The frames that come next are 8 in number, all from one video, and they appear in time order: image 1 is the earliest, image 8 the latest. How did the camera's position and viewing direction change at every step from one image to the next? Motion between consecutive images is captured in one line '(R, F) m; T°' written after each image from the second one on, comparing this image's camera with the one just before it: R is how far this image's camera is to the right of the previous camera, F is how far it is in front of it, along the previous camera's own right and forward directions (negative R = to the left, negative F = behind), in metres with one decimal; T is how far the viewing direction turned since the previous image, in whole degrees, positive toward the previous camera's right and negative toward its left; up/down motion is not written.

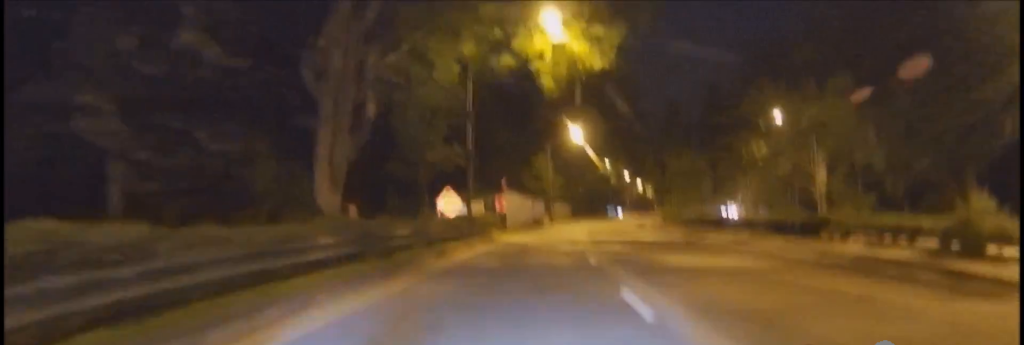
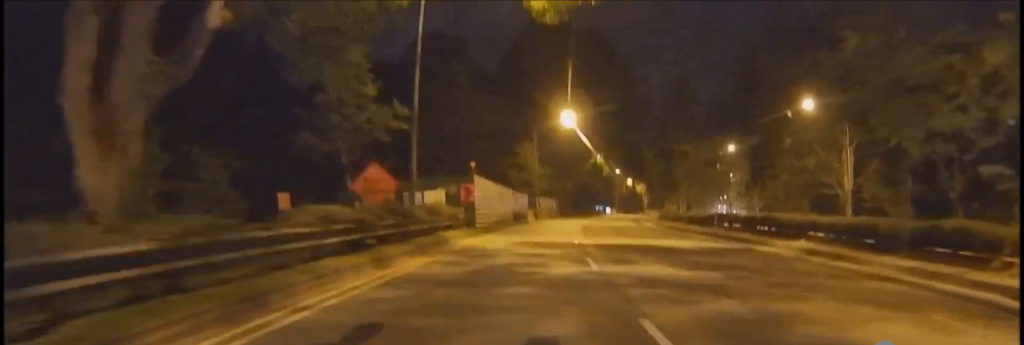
(+0.3, +8.7) m; +6°
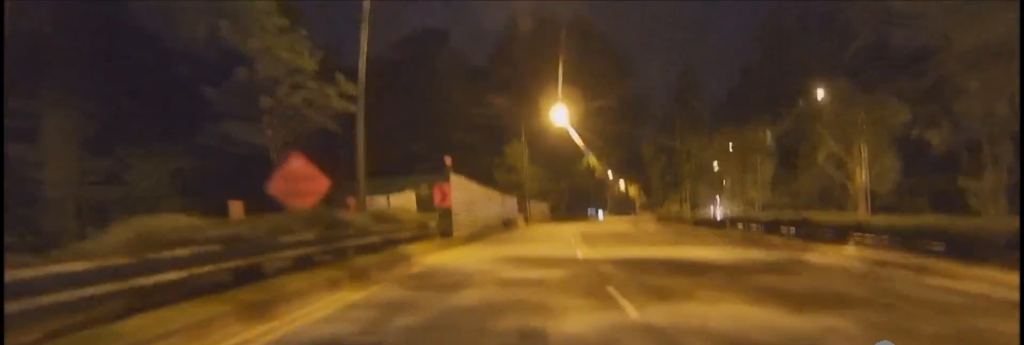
(+0.6, +4.0) m; +1°
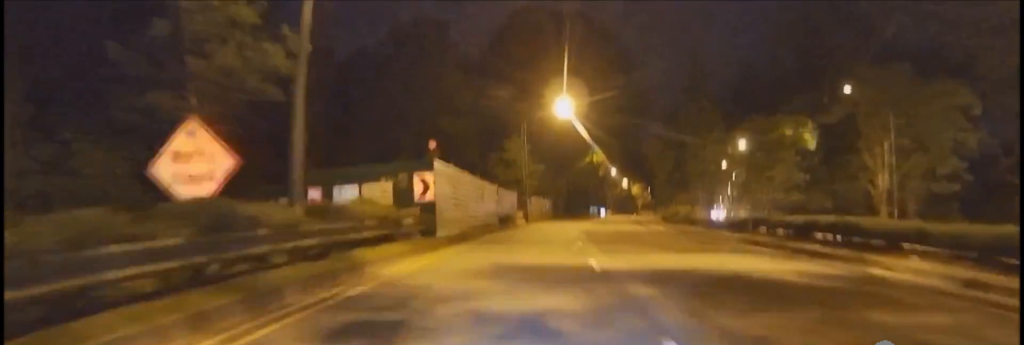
(0.0, +3.1) m; -2°
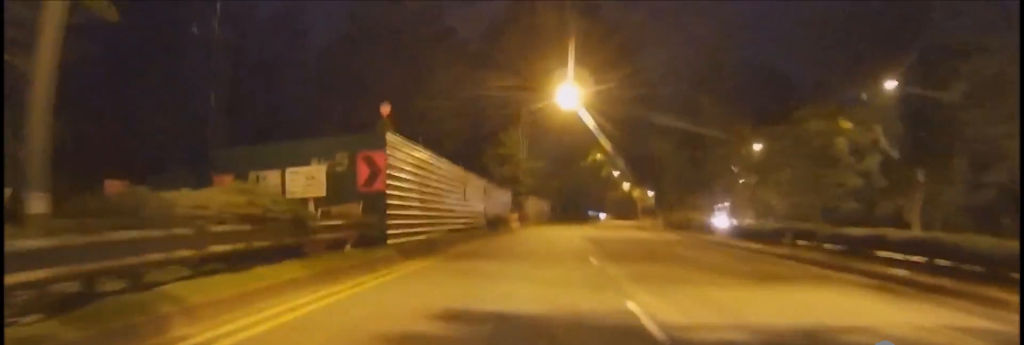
(-0.5, +4.6) m; -6°
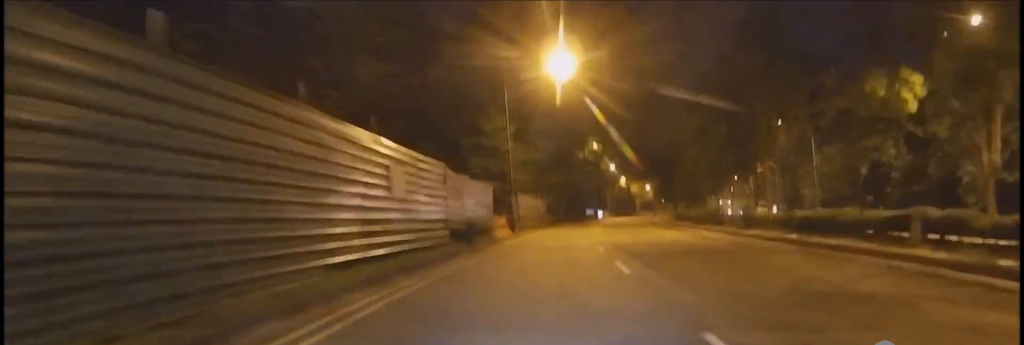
(-0.4, +9.7) m; +6°
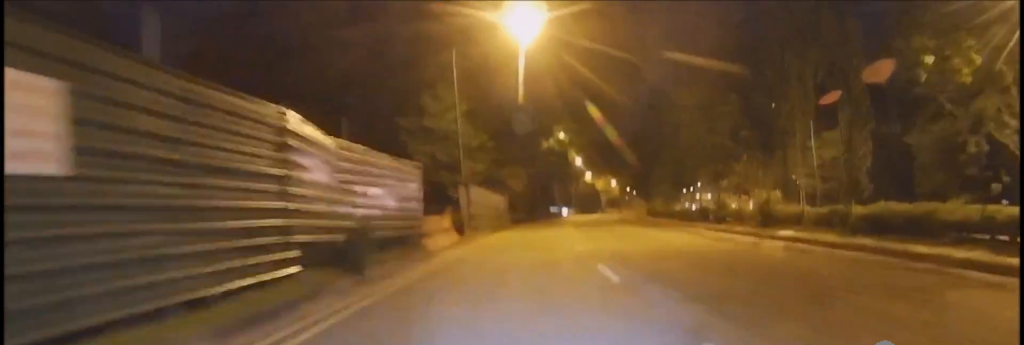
(+1.2, +8.0) m; +11°
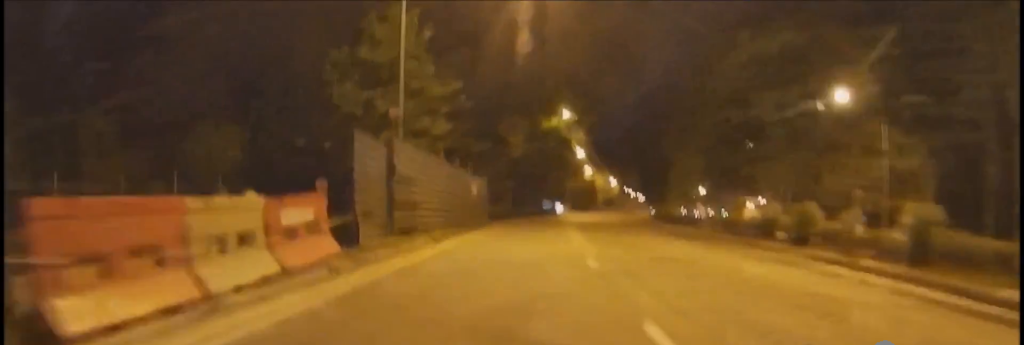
(-0.3, +12.2) m; -8°
